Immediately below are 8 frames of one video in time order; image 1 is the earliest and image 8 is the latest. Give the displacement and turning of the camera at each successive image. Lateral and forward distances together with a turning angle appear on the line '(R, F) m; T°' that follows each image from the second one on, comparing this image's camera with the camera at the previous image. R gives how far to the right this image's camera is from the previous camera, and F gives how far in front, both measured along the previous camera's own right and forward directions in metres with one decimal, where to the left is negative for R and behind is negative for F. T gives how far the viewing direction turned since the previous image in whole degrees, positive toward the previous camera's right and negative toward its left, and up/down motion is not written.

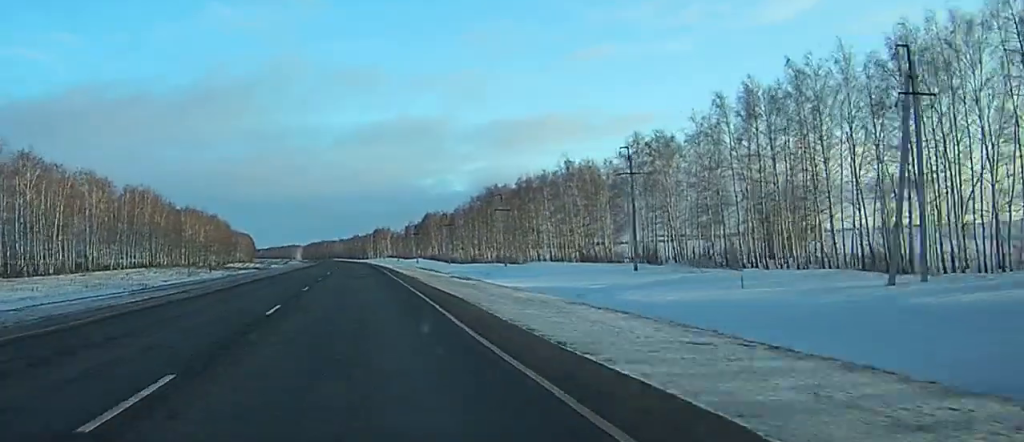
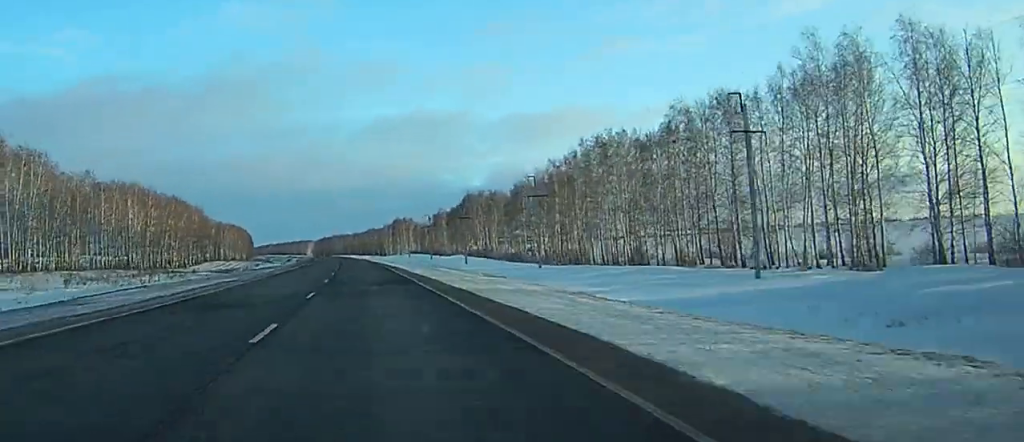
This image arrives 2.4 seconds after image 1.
(-1.4, +78.8) m; -2°
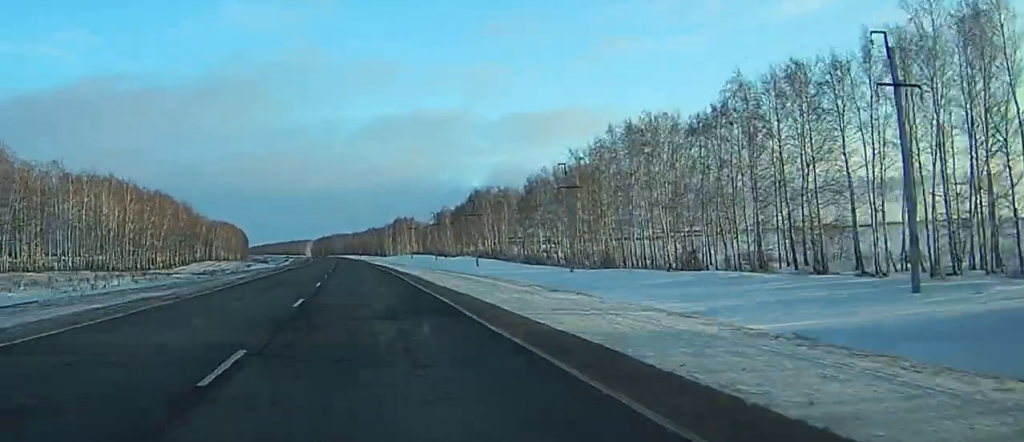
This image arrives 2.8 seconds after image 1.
(0.0, +15.5) m; 0°
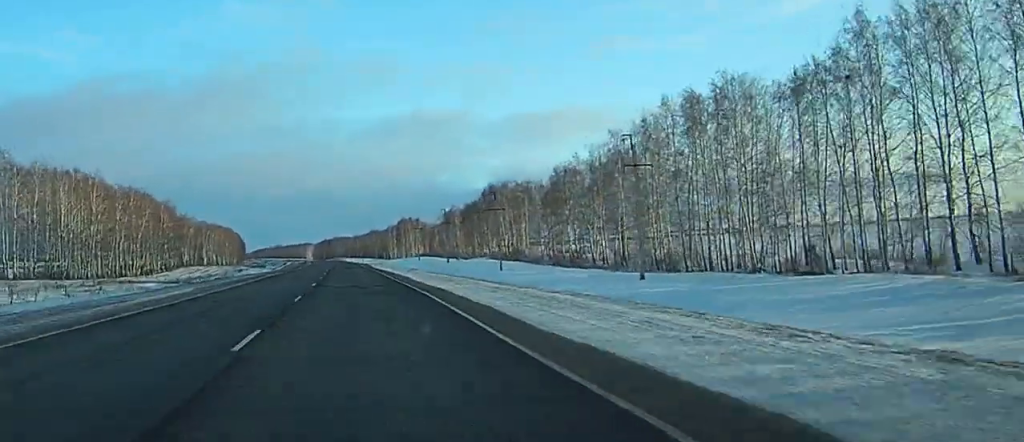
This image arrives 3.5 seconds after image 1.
(0.0, +21.0) m; 0°
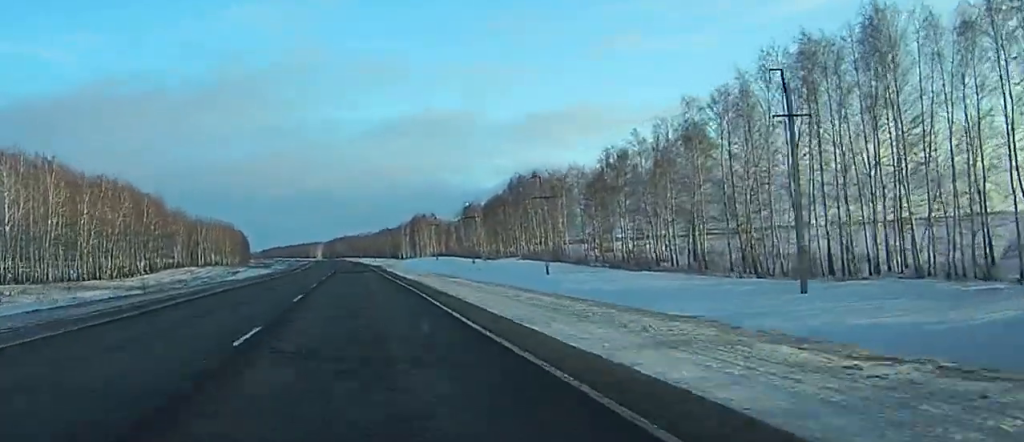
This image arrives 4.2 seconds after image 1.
(0.0, +23.2) m; 0°
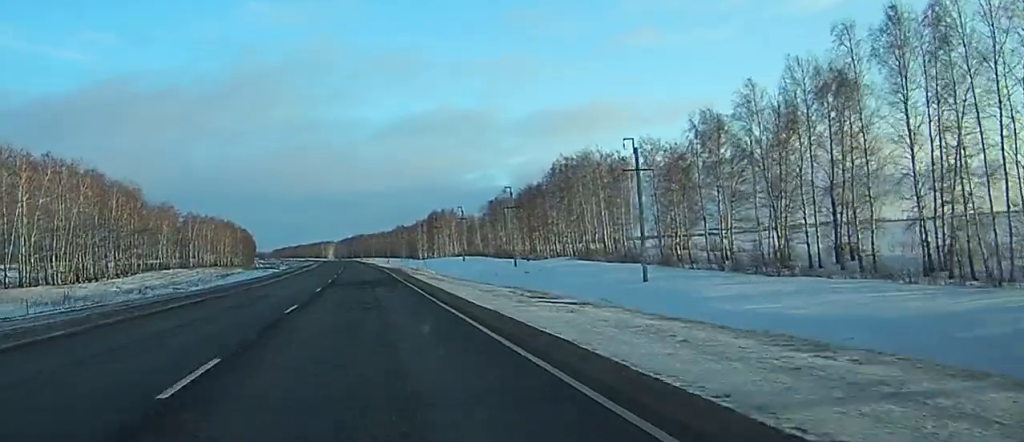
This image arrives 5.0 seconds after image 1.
(-0.1, +28.7) m; -1°
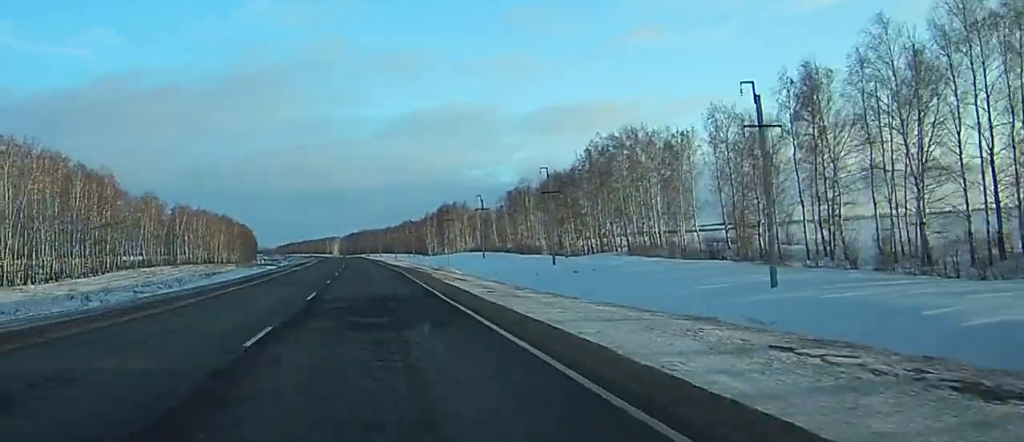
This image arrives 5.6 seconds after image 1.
(-0.2, +19.8) m; 0°
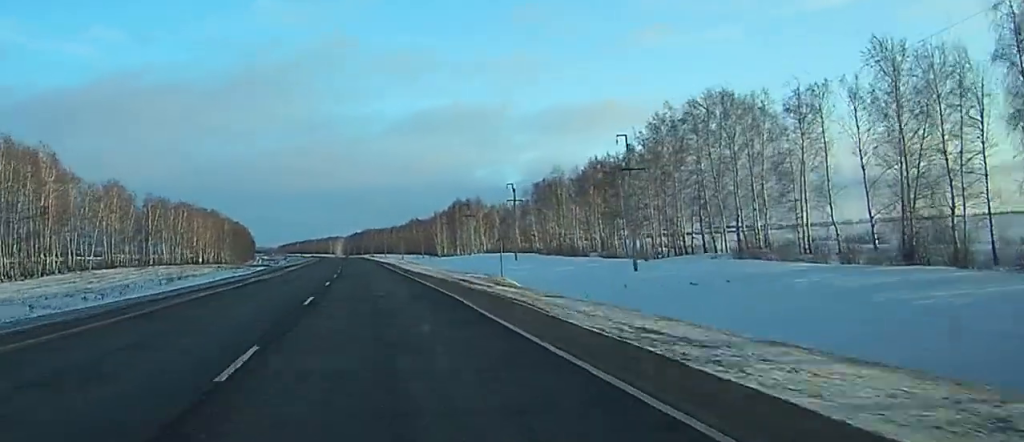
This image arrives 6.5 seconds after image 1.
(-0.1, +27.5) m; 0°
